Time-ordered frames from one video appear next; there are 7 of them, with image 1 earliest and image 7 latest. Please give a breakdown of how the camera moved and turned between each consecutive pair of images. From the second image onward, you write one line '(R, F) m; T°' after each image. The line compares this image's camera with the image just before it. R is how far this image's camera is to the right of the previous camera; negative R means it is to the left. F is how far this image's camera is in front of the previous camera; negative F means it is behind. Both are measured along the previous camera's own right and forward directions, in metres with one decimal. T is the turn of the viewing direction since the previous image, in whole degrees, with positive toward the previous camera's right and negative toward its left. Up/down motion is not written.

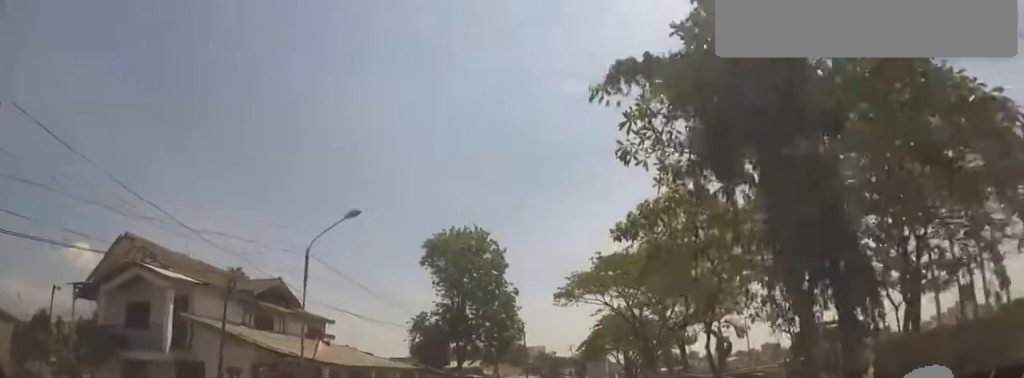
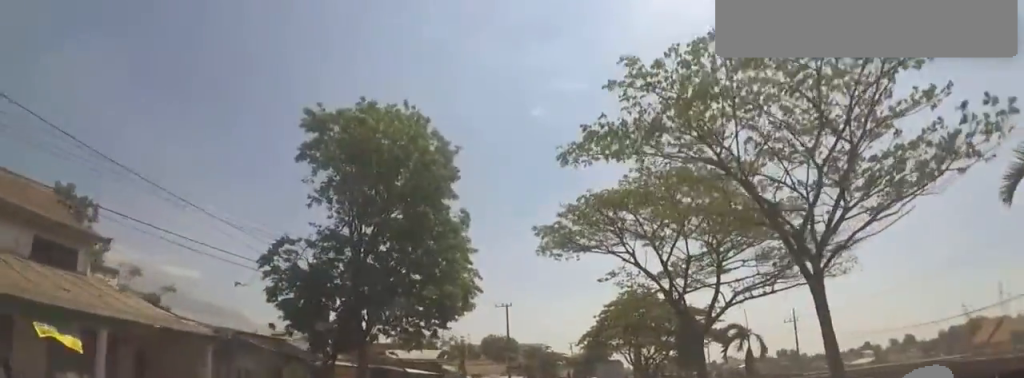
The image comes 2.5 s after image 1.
(-0.7, +15.9) m; -3°
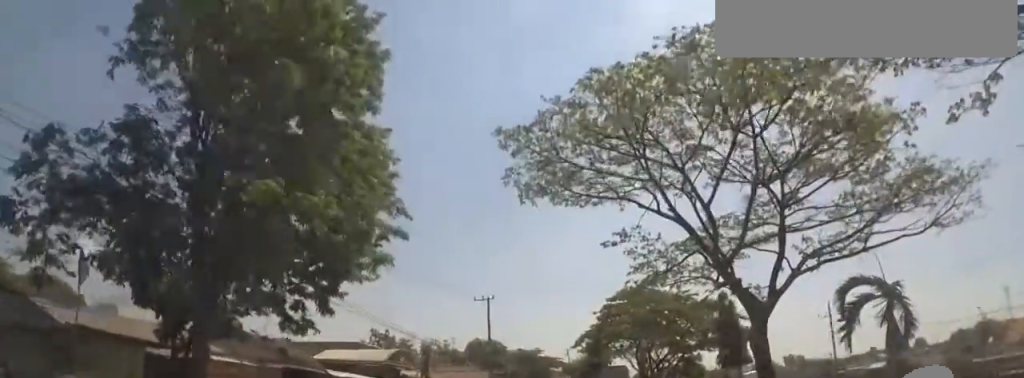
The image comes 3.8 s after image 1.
(+0.6, +9.2) m; 0°
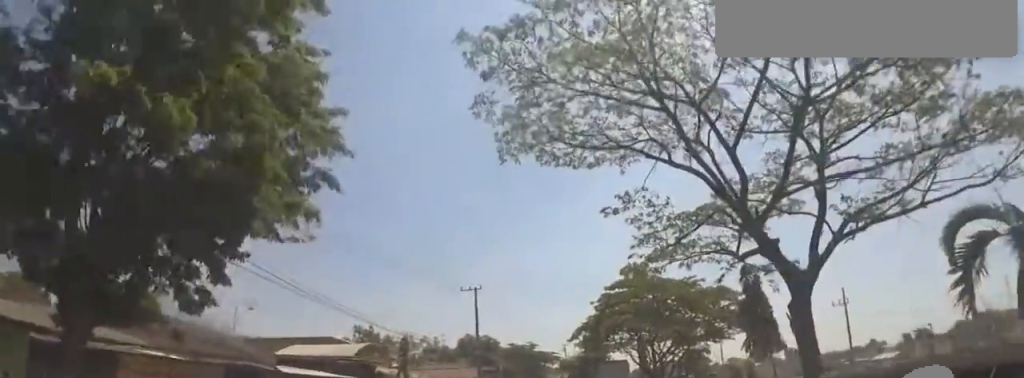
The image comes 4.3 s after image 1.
(-0.5, +3.6) m; +2°
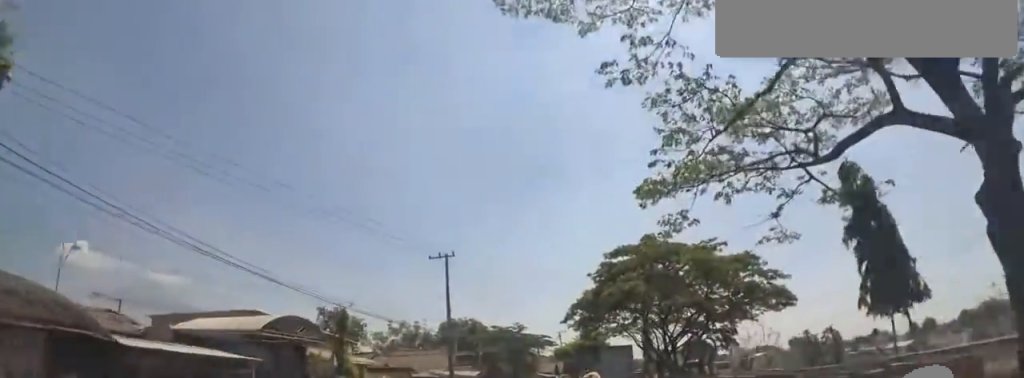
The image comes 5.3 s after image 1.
(+0.3, +7.2) m; +2°
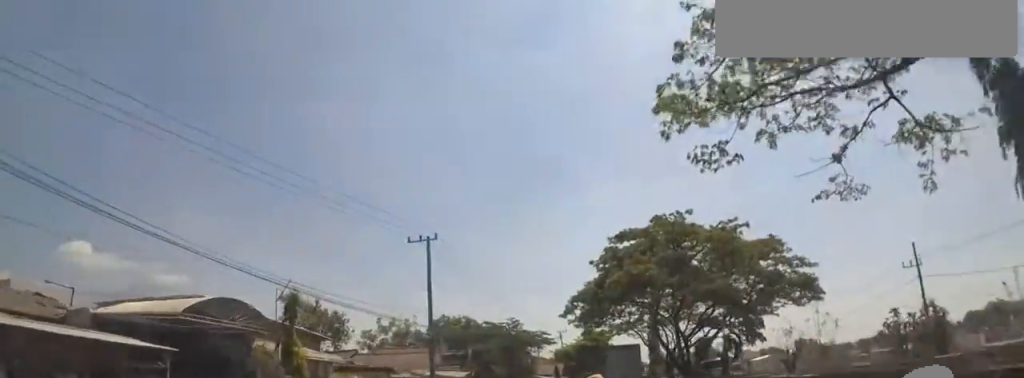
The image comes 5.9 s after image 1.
(+0.4, +4.1) m; 0°
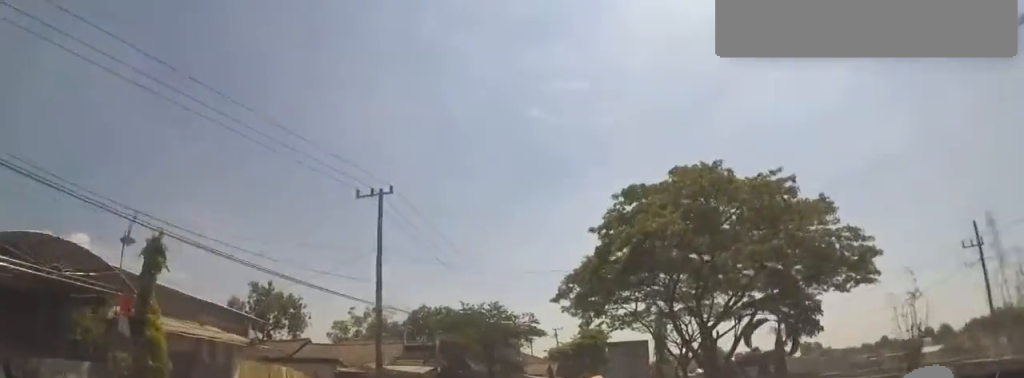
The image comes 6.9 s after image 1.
(-1.0, +6.6) m; +1°
